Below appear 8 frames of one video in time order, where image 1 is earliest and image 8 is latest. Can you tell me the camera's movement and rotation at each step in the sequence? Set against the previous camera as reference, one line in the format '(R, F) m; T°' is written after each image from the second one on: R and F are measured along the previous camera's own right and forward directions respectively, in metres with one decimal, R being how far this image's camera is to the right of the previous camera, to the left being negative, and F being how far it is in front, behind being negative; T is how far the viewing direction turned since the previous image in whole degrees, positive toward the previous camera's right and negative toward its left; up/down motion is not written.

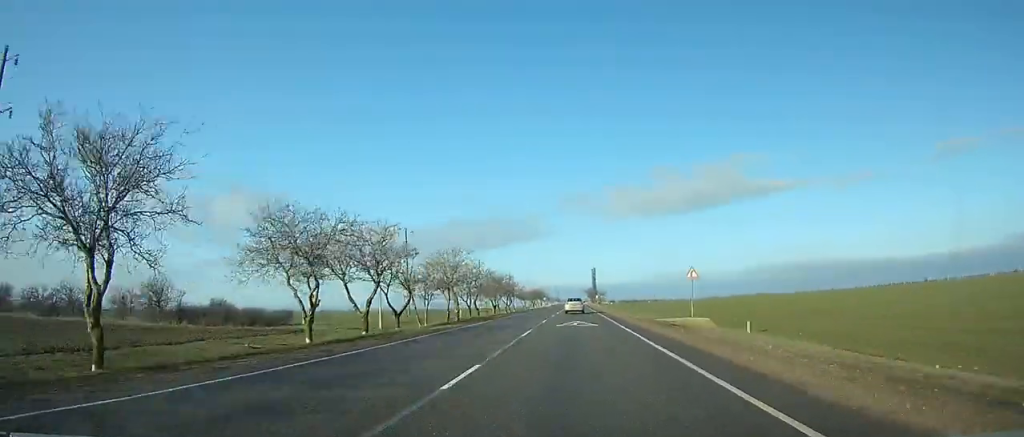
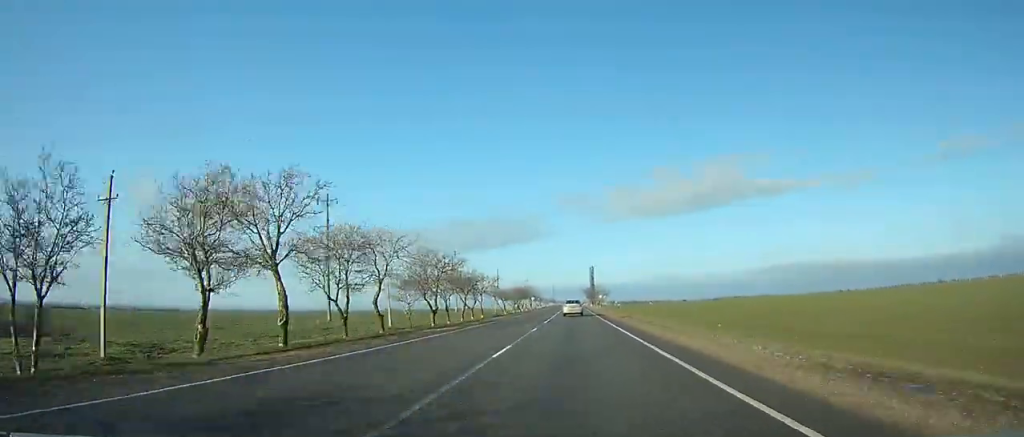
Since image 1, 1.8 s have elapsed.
(+0.1, +43.4) m; 0°
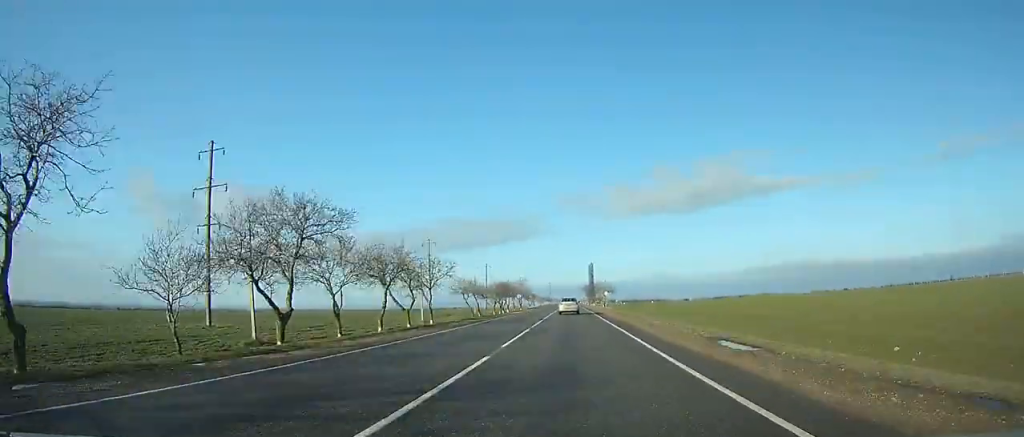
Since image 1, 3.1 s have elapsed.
(+0.1, +31.4) m; 0°
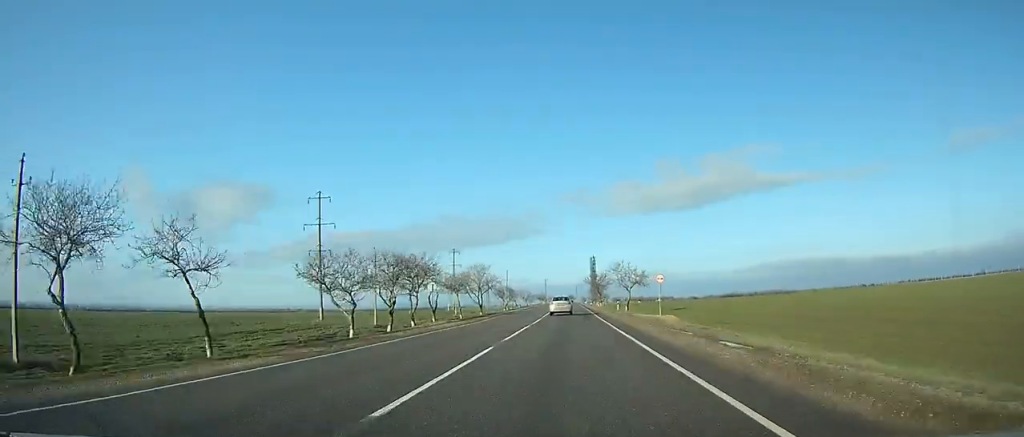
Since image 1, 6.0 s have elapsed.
(0.0, +69.3) m; 0°
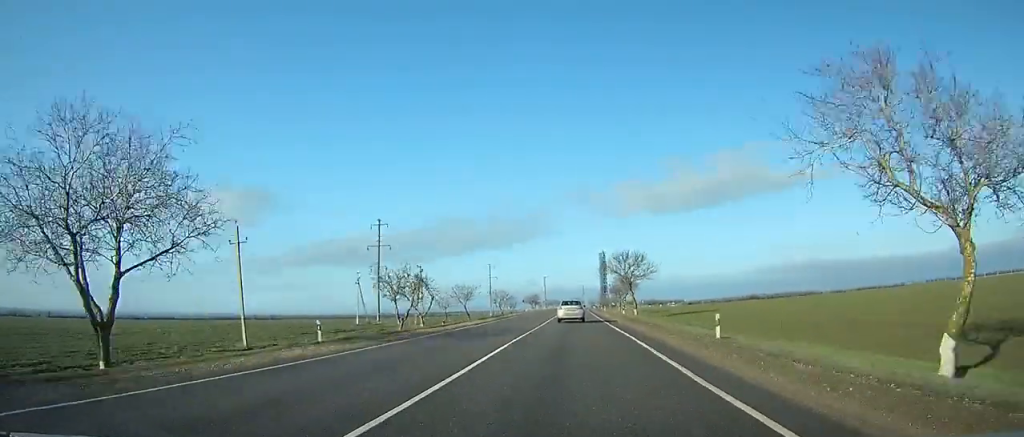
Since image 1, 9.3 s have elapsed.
(-0.4, +77.3) m; 0°
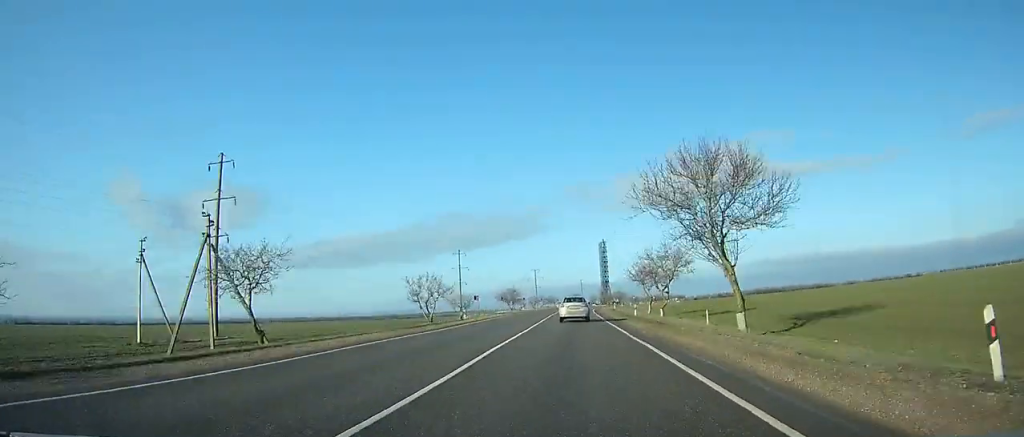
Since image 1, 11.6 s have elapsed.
(-0.1, +52.4) m; +1°
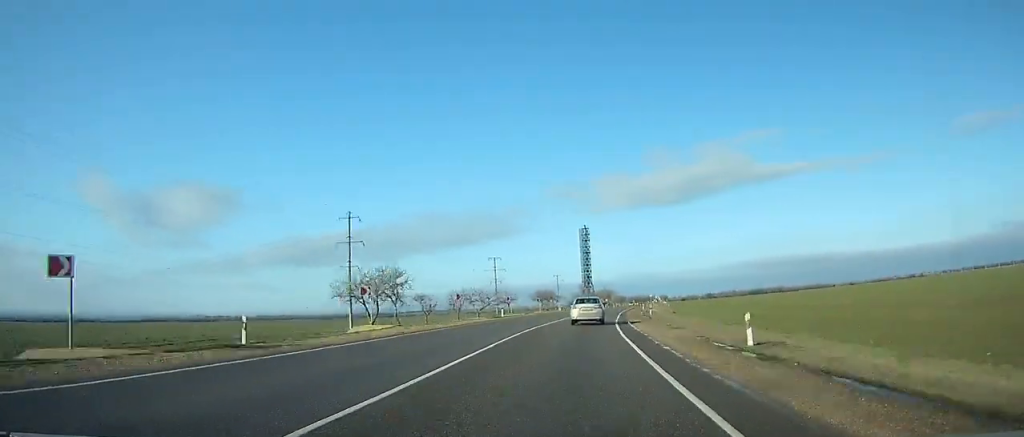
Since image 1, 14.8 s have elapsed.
(+1.1, +71.3) m; +3°
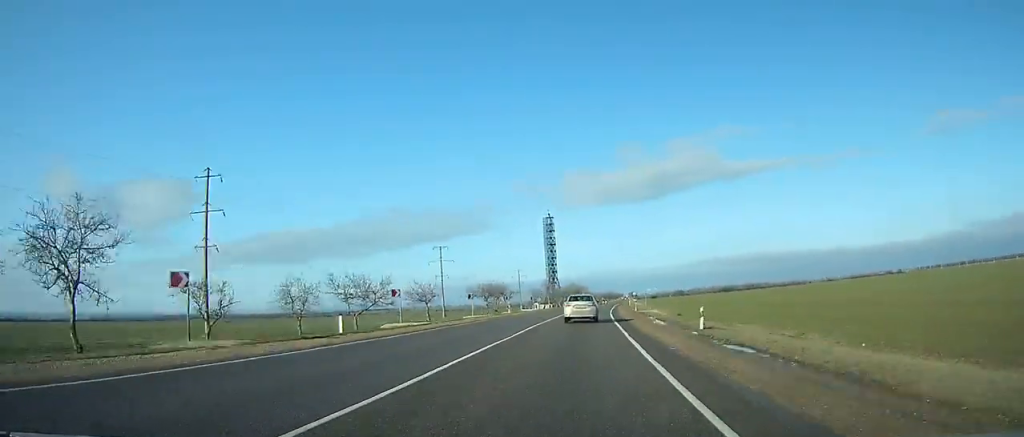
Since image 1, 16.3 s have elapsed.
(+0.9, +32.7) m; +2°
